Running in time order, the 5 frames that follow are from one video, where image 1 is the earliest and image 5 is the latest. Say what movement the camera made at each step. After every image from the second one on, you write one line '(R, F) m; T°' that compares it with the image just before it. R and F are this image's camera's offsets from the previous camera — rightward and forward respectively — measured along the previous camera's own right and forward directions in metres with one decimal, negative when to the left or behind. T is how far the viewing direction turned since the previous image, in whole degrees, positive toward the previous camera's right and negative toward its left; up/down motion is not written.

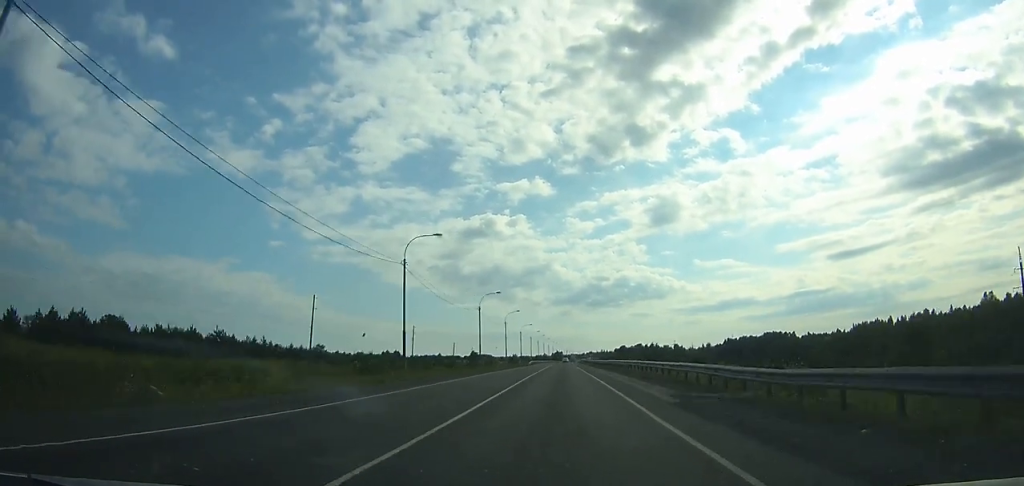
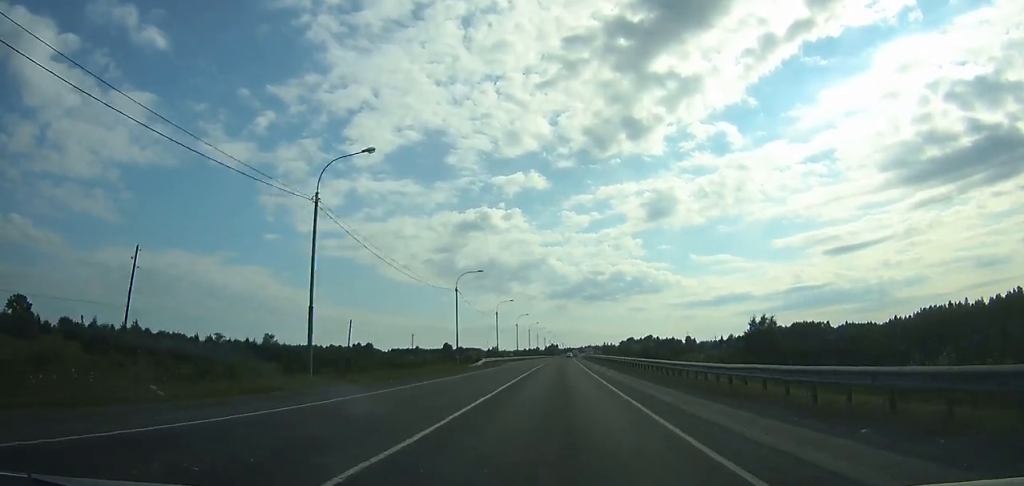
(0.0, +87.5) m; 0°
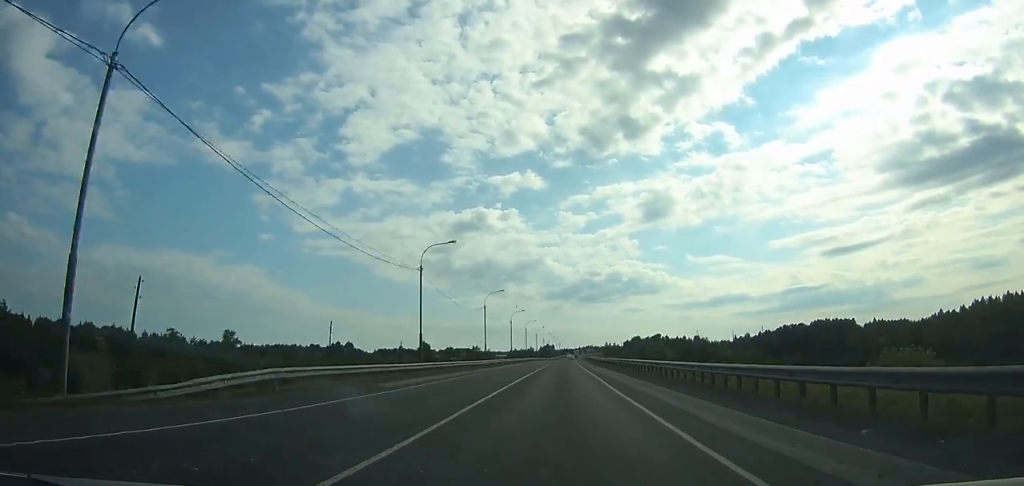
(0.0, +51.0) m; 0°
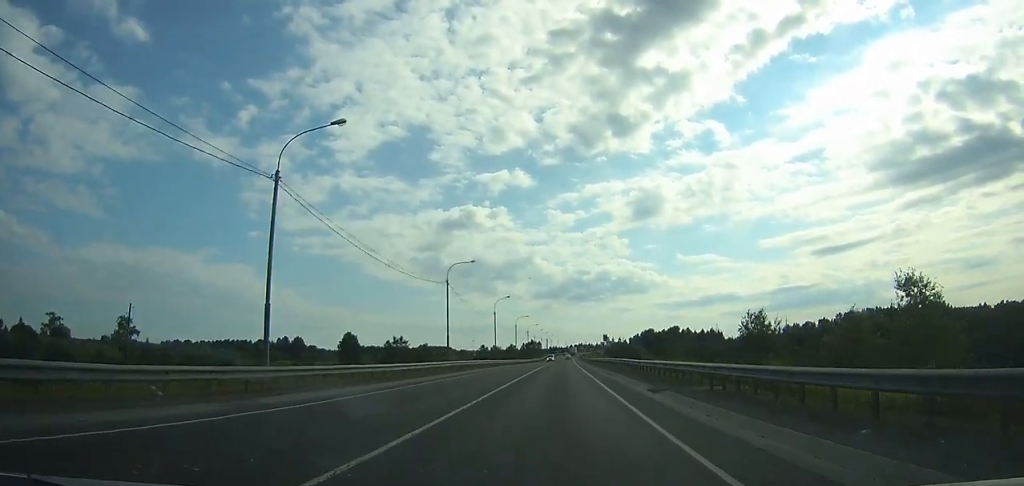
(+0.9, +93.9) m; +1°
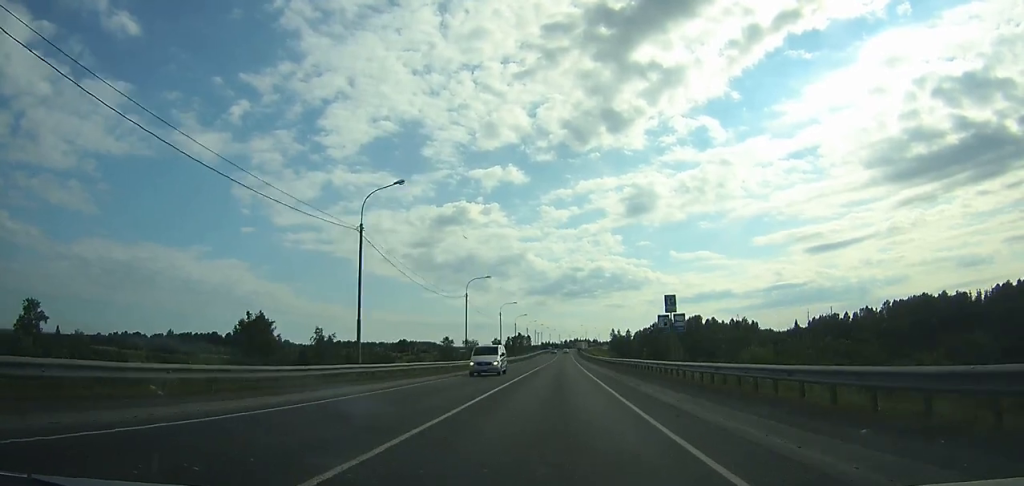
(+0.4, +59.9) m; 0°
